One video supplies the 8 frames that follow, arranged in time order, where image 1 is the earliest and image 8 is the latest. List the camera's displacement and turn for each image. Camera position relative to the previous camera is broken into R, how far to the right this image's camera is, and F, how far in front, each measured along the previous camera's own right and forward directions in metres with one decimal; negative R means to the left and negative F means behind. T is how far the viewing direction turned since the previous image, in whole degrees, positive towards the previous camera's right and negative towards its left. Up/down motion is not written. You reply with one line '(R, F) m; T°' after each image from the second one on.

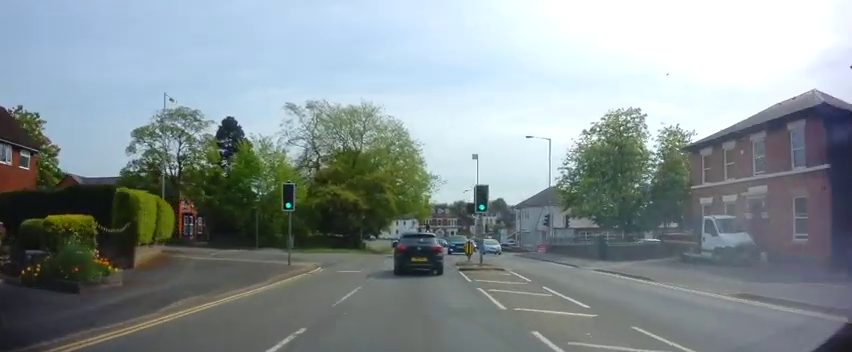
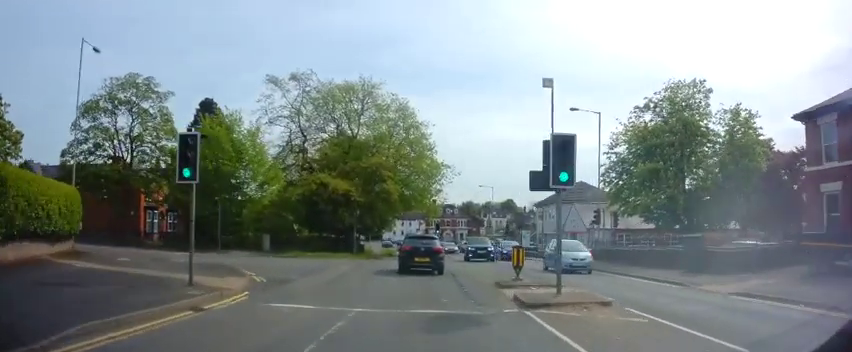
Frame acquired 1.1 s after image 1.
(+0.1, +9.7) m; 0°
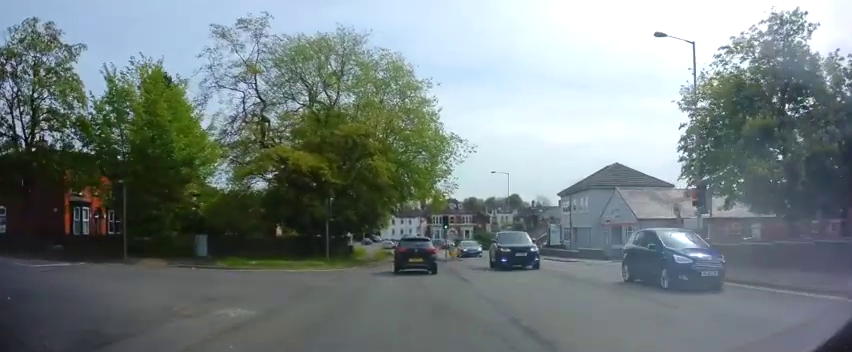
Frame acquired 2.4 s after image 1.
(-0.2, +11.8) m; -2°
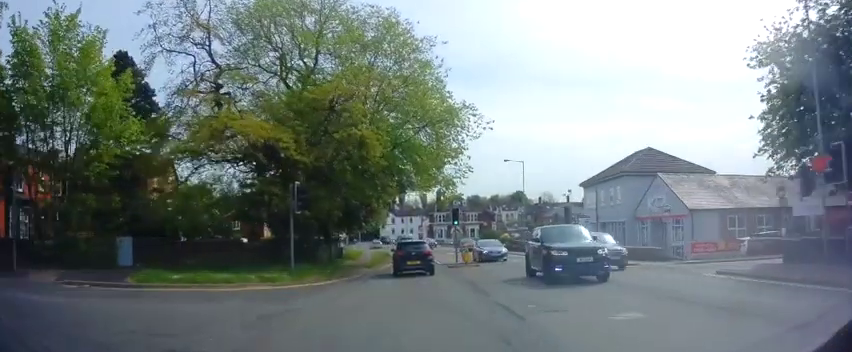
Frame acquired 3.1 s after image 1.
(-0.1, +7.8) m; 0°
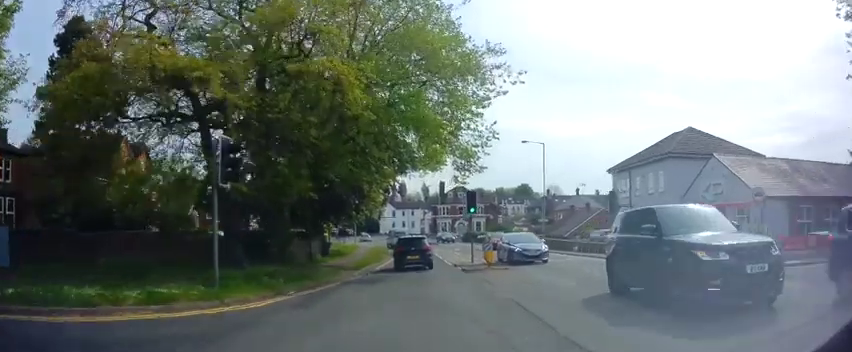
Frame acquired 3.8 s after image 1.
(0.0, +7.4) m; +1°
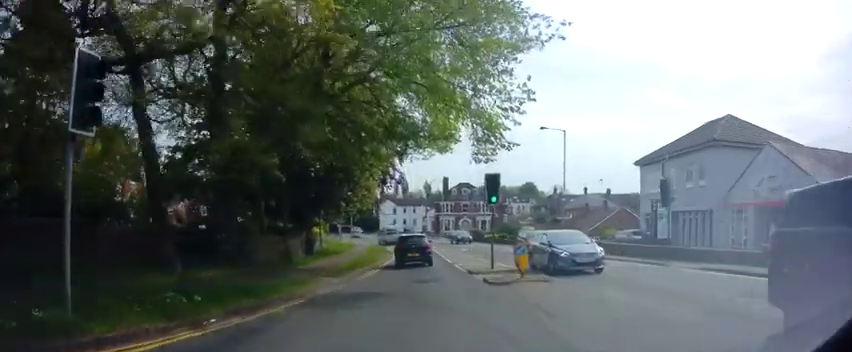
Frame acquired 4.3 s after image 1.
(+0.1, +5.5) m; 0°
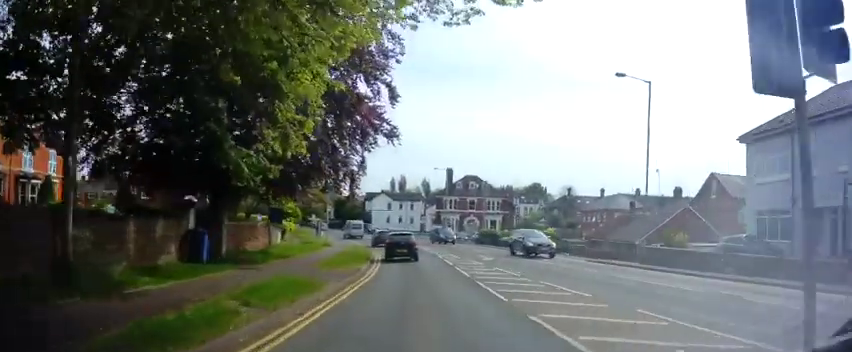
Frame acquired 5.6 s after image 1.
(0.0, +14.7) m; 0°
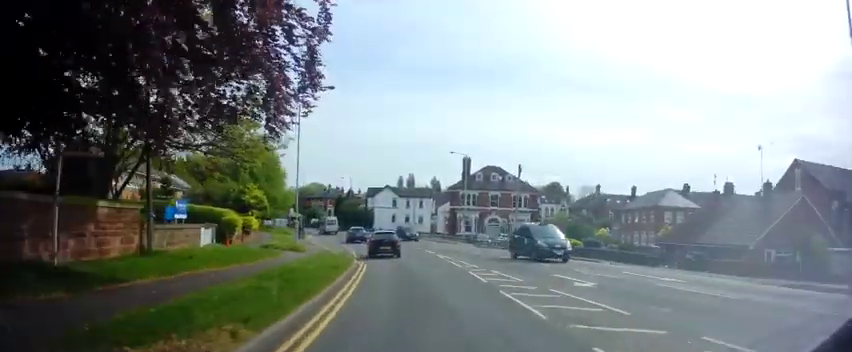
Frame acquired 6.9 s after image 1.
(-0.1, +14.3) m; -2°
